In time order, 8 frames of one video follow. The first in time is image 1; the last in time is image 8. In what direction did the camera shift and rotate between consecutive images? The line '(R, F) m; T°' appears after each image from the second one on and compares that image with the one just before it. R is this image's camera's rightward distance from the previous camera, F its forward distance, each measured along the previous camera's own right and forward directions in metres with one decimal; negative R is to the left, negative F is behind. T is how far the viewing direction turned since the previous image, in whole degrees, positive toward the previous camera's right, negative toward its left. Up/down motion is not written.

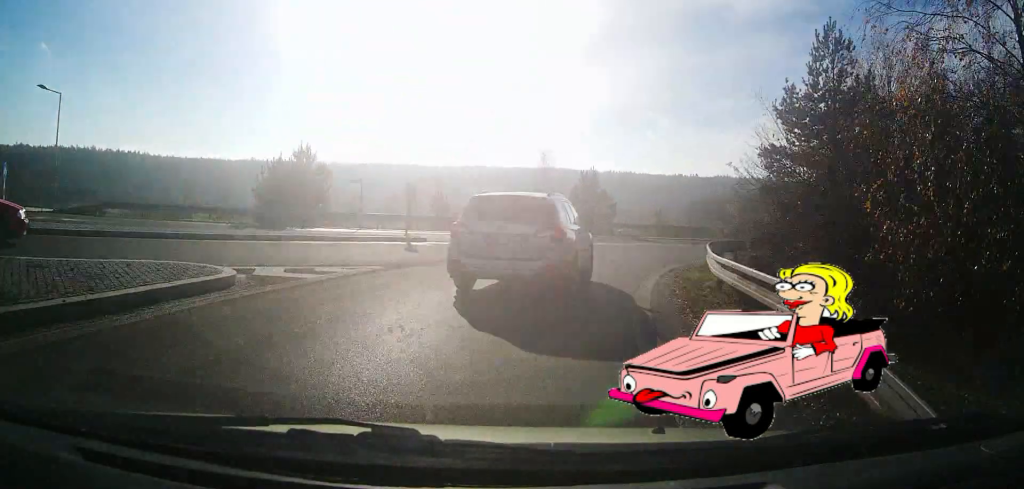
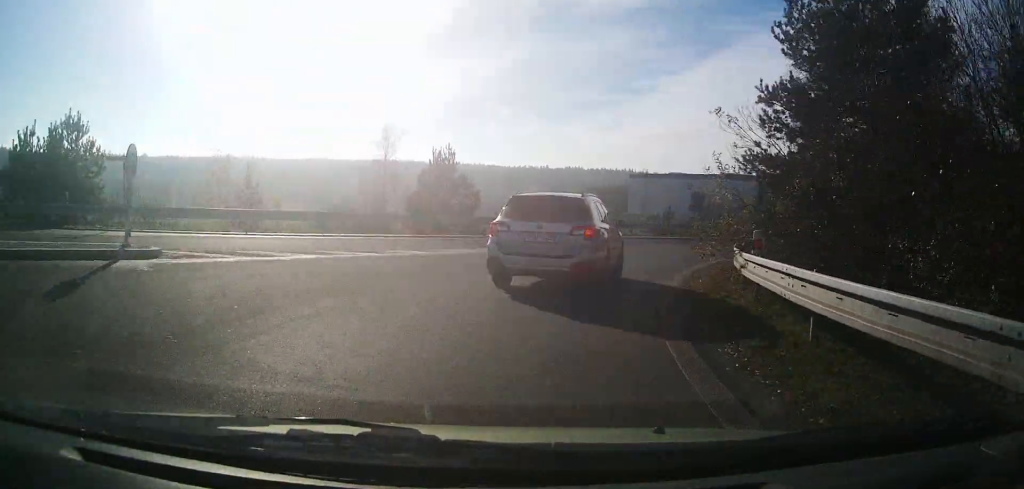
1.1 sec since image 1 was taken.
(+1.2, +9.8) m; +14°
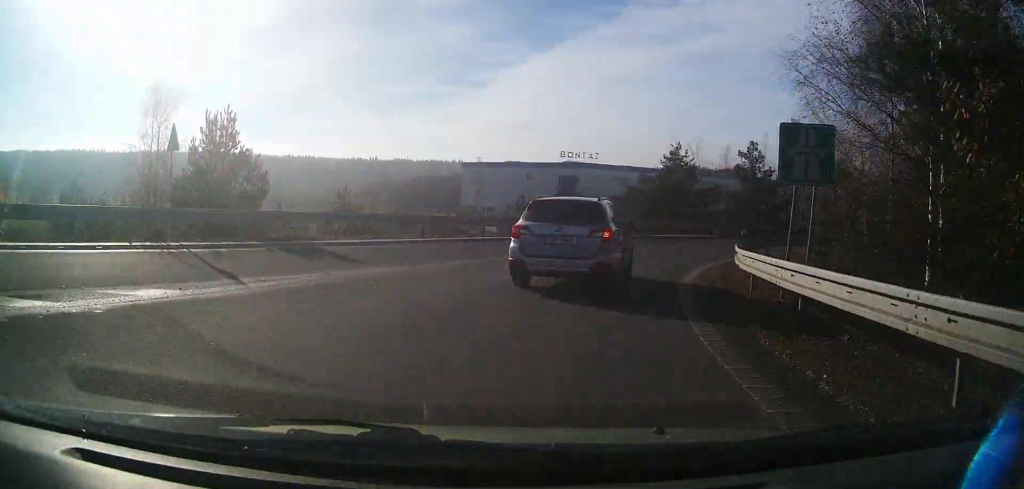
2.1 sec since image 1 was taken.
(+1.3, +10.1) m; +17°
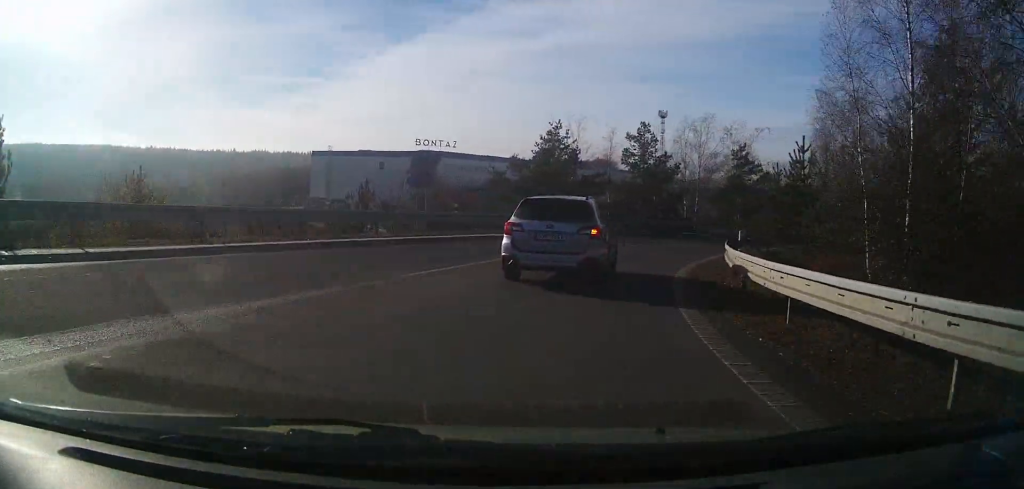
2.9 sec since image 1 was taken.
(+1.0, +8.3) m; +13°
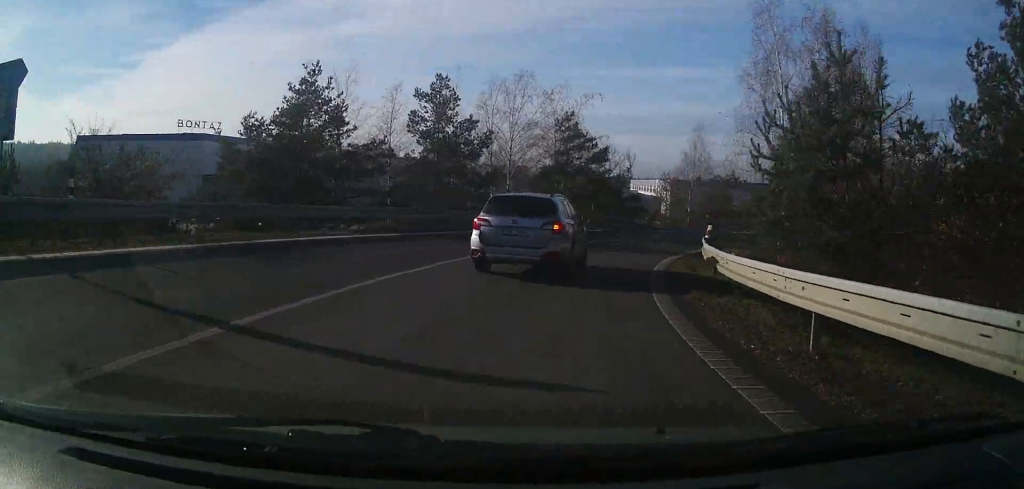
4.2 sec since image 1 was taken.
(+2.3, +12.5) m; +19°
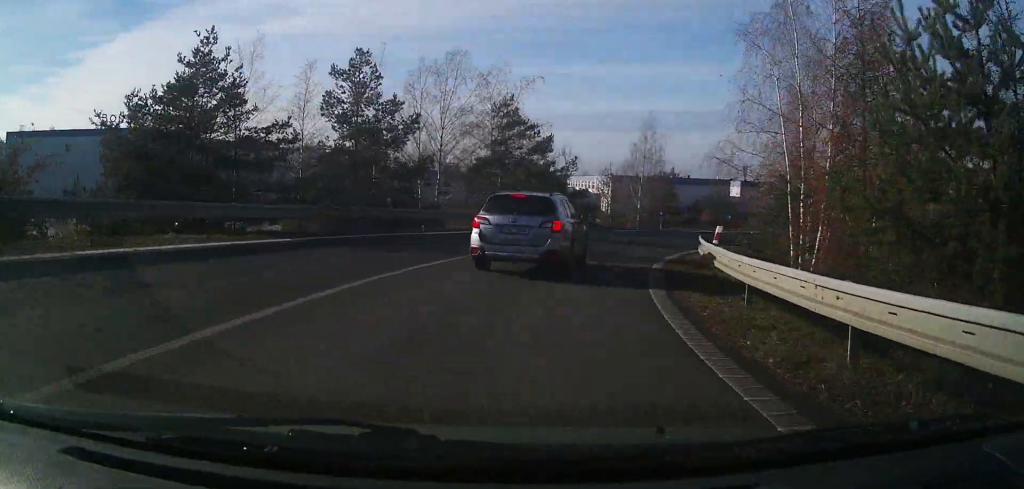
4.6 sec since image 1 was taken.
(+0.5, +4.6) m; +4°
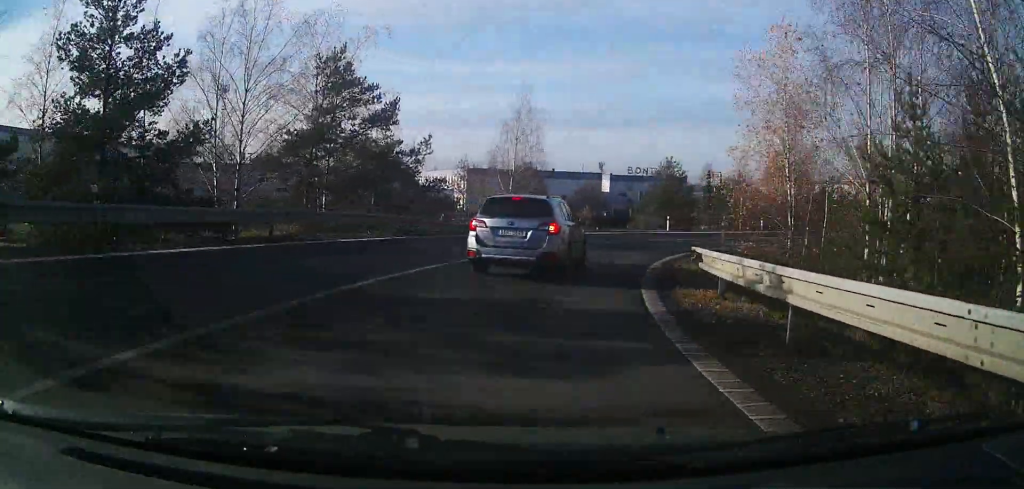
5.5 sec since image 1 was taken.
(+0.4, +11.1) m; +12°
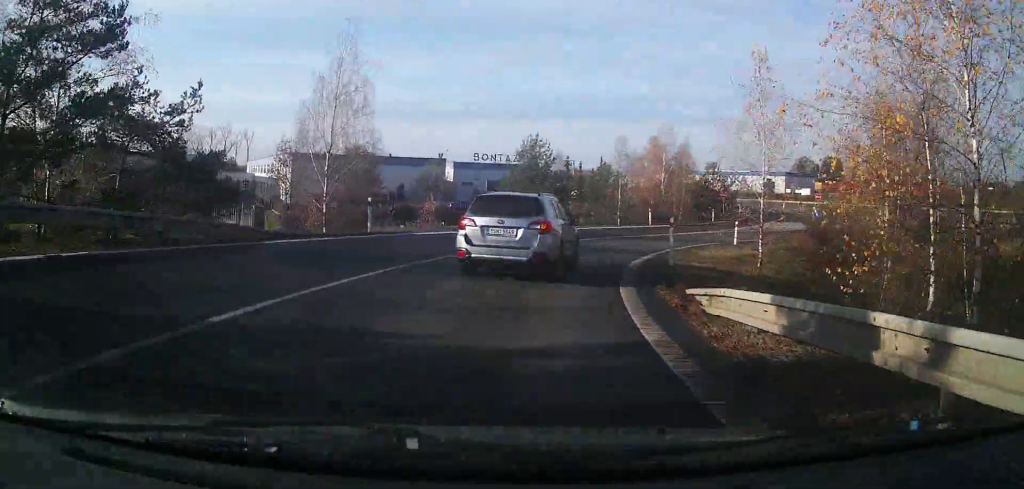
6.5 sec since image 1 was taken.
(+2.0, +11.5) m; +13°
